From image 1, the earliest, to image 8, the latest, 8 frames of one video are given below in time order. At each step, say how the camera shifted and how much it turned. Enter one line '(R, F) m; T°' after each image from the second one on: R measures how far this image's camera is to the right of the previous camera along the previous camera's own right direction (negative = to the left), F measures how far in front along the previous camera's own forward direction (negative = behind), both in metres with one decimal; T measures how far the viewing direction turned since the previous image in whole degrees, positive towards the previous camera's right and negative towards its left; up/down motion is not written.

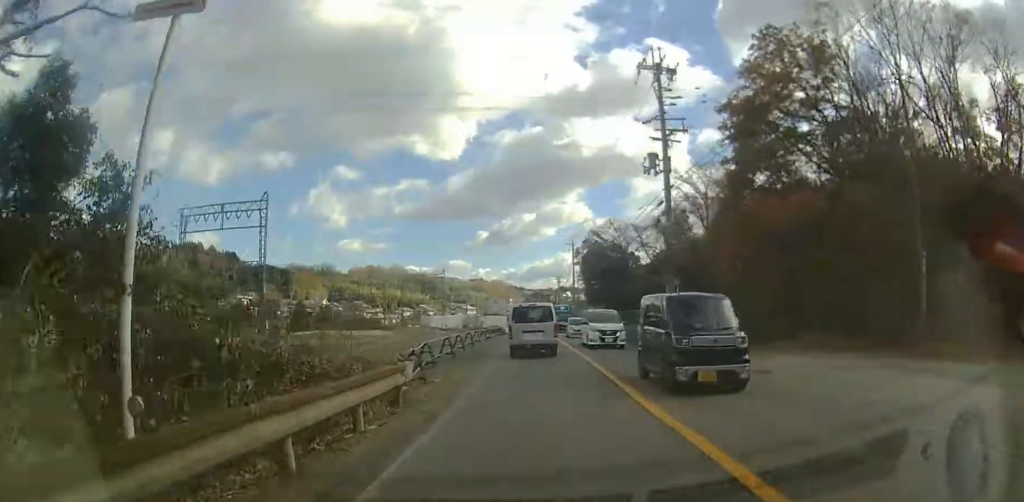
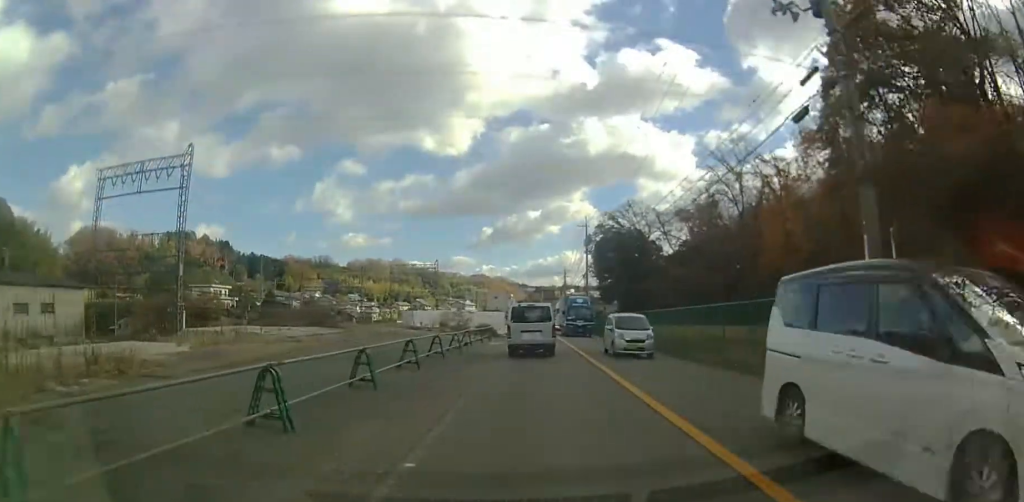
(-0.2, +14.4) m; +1°
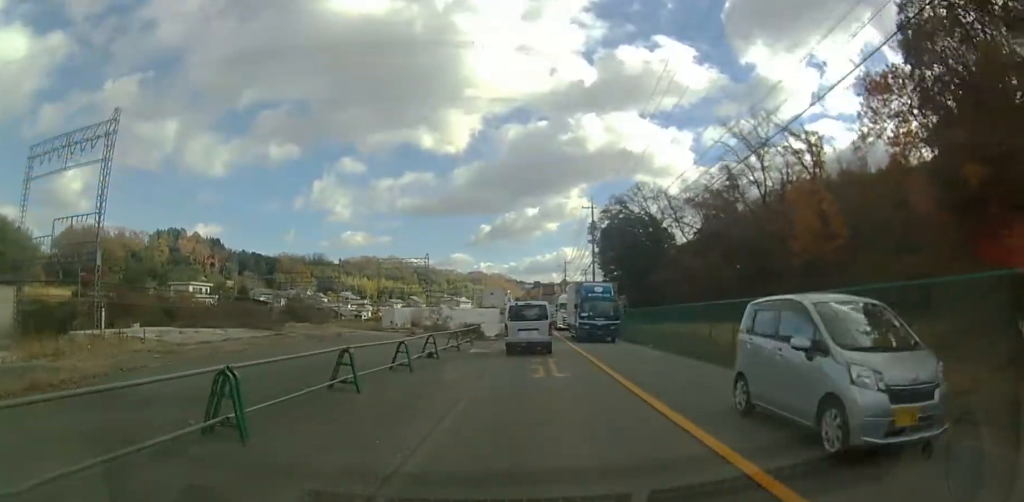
(+0.2, +9.3) m; +1°
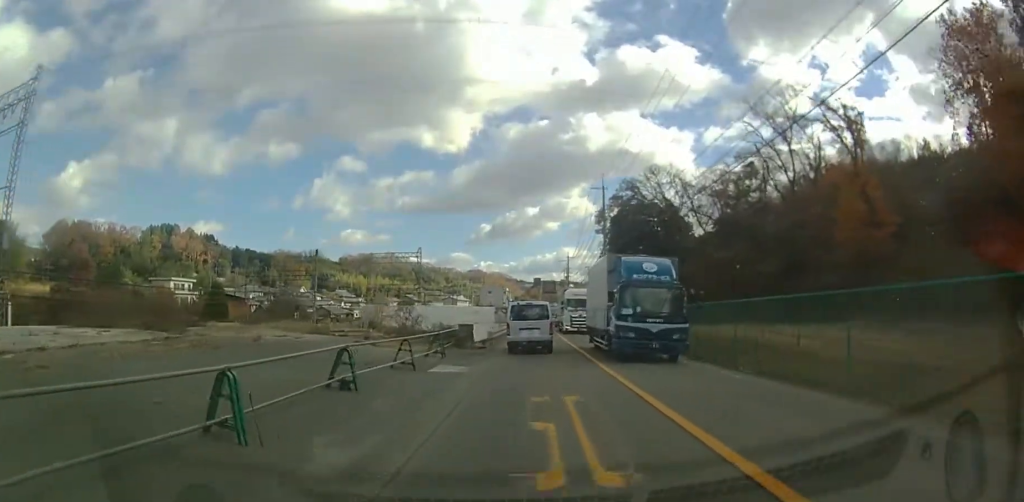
(0.0, +8.0) m; +1°
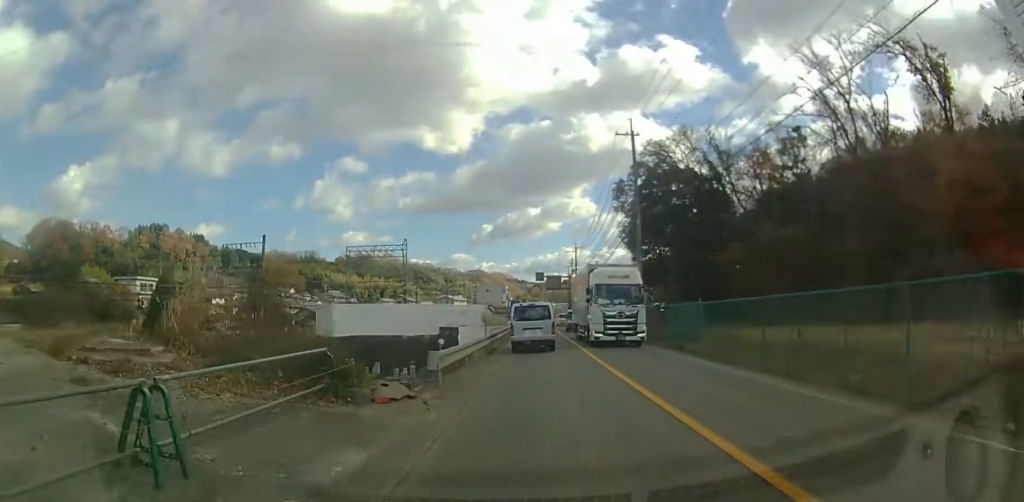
(+0.2, +13.7) m; +1°
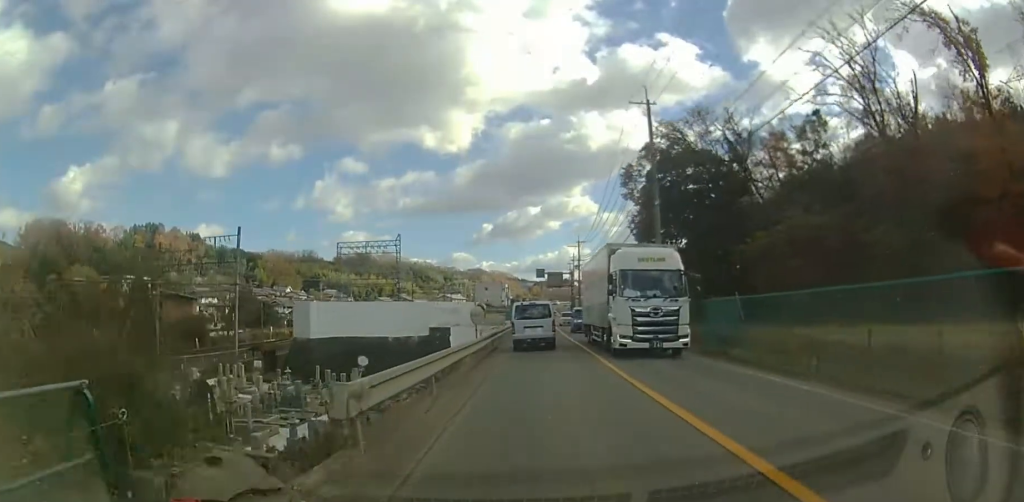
(0.0, +4.7) m; 0°
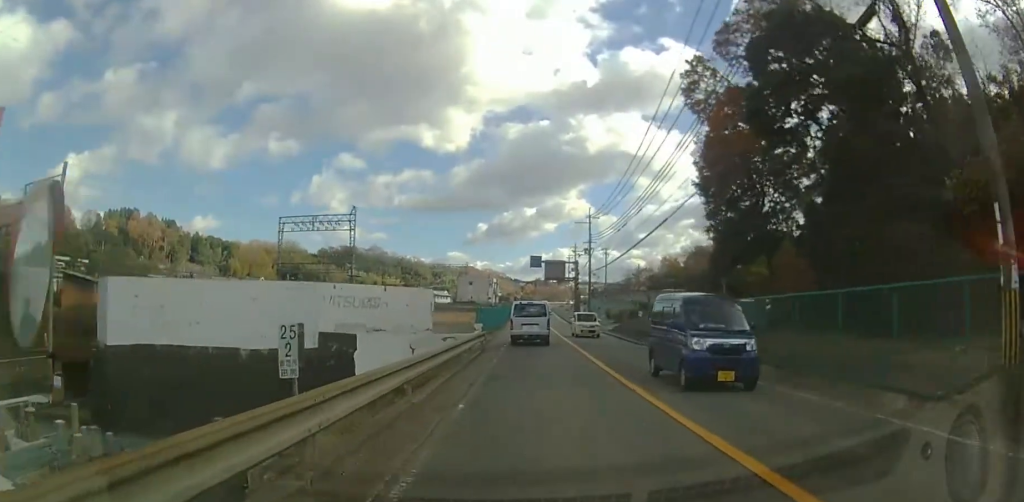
(-0.4, +20.8) m; -2°
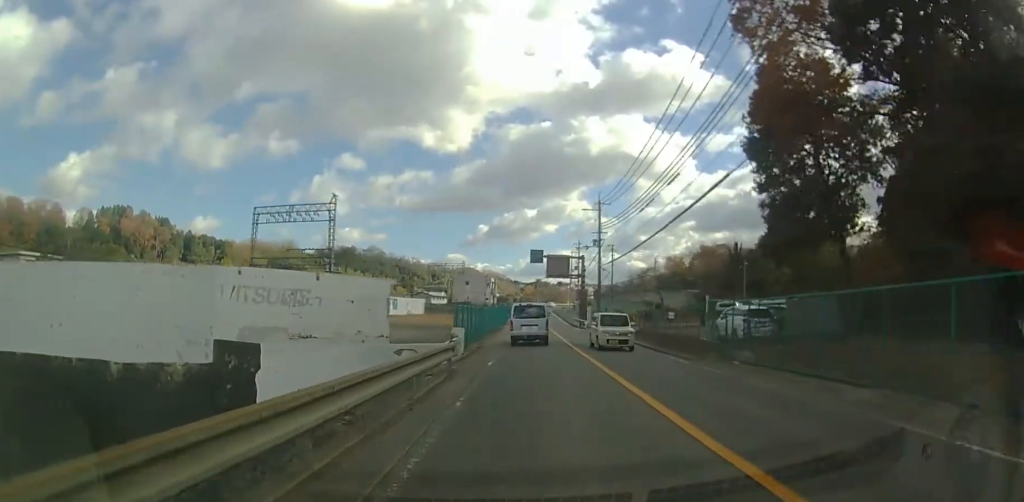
(0.0, +7.6) m; +1°
